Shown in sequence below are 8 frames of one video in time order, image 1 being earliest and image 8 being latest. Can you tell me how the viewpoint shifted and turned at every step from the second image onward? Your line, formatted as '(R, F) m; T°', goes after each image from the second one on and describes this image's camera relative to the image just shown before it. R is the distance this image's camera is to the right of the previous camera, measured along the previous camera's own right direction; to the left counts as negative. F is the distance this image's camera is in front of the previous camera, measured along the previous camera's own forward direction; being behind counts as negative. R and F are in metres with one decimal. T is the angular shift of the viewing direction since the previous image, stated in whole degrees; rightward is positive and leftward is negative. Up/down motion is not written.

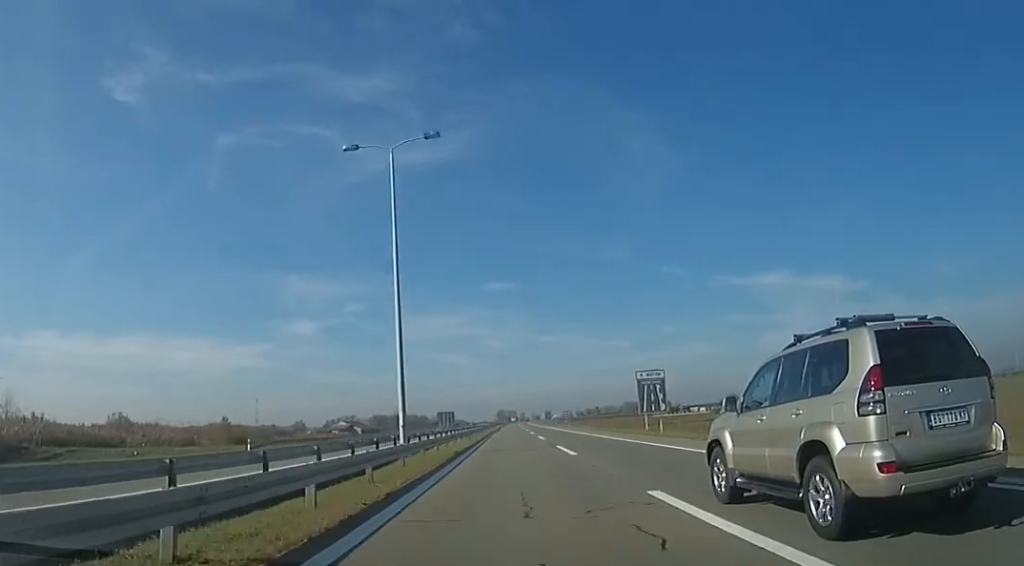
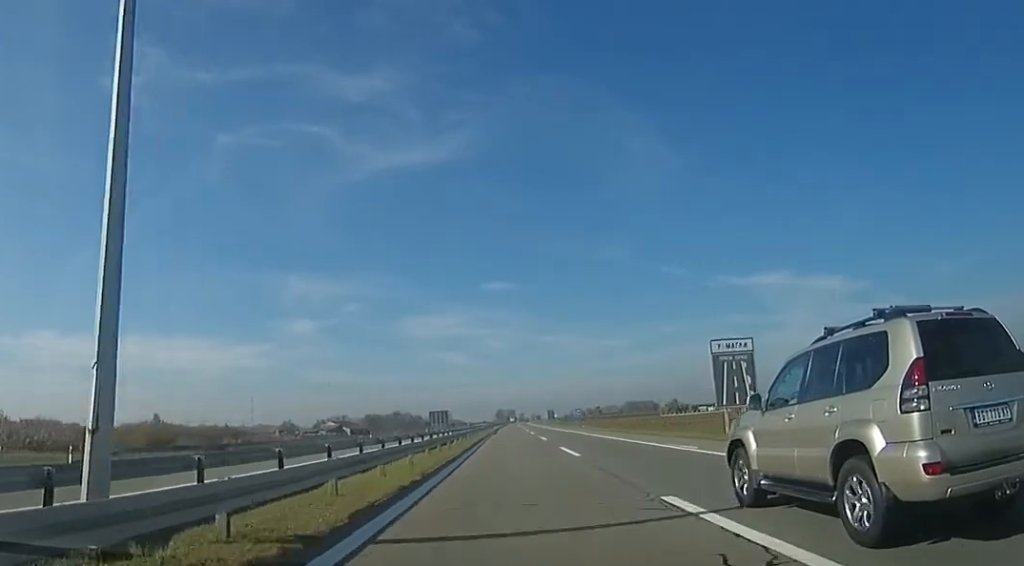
(0.0, +19.0) m; +1°
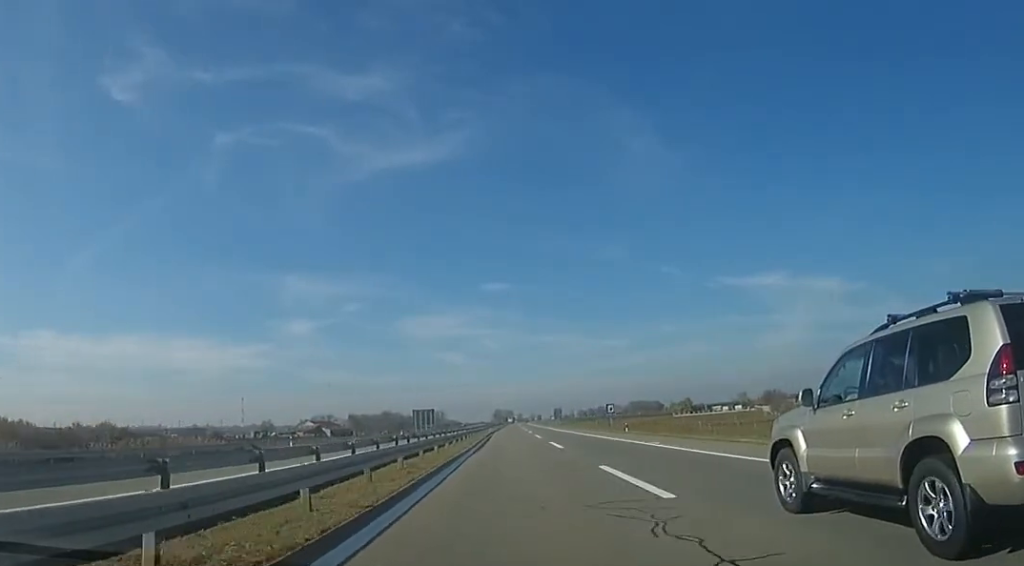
(+0.2, +29.4) m; +2°
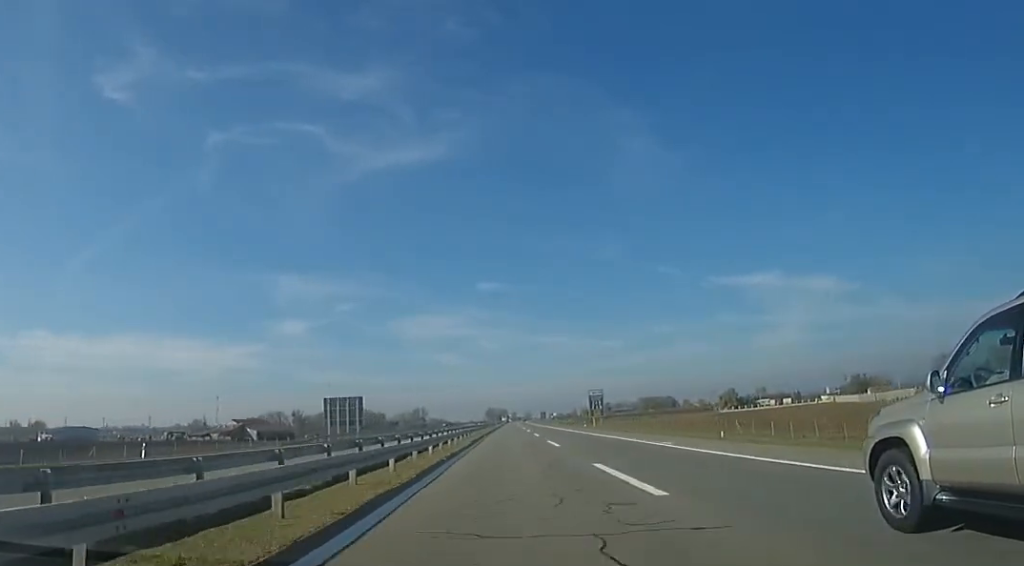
(-0.8, +72.8) m; -1°
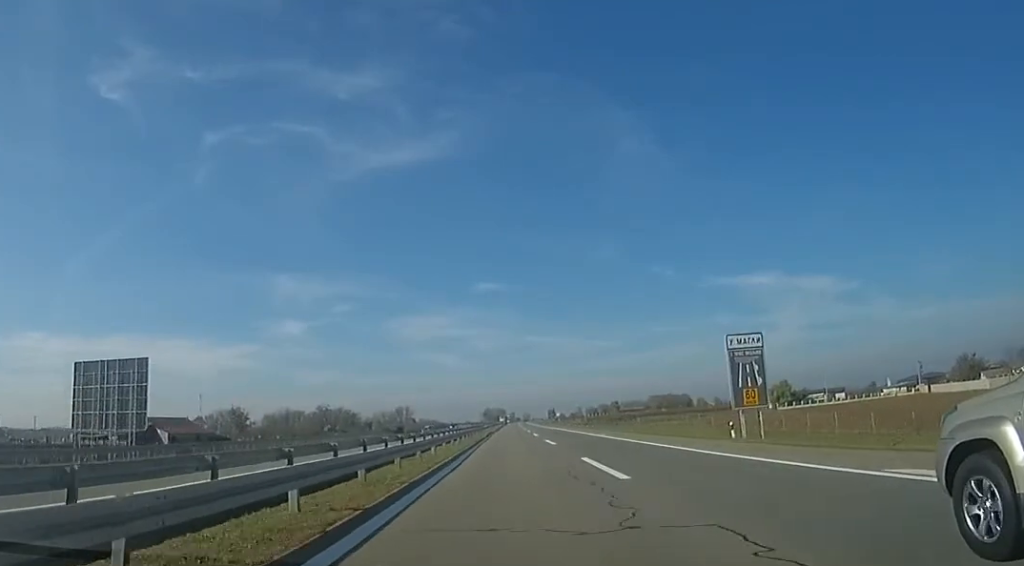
(+1.8, +51.5) m; +1°
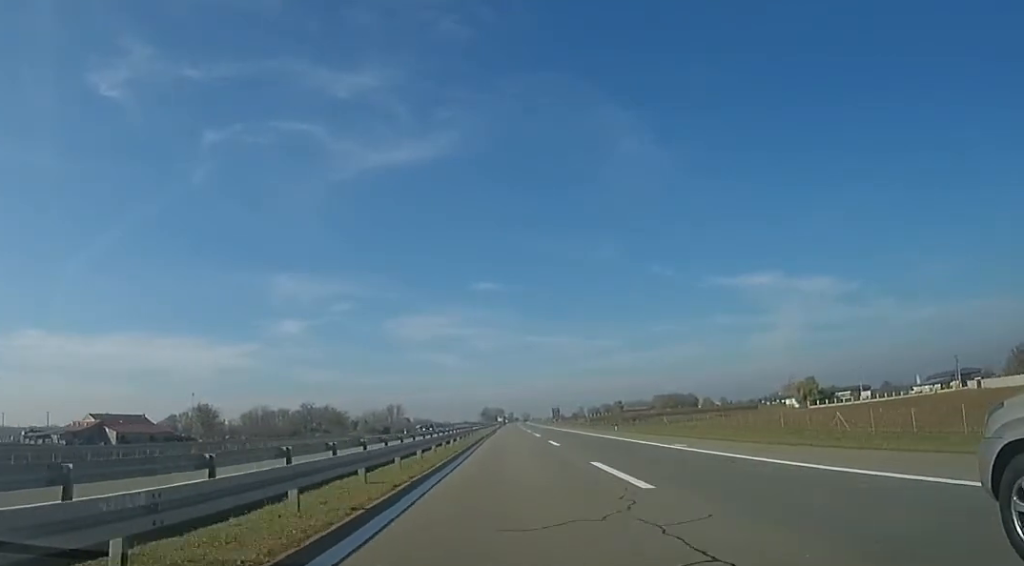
(-0.9, +20.1) m; -1°
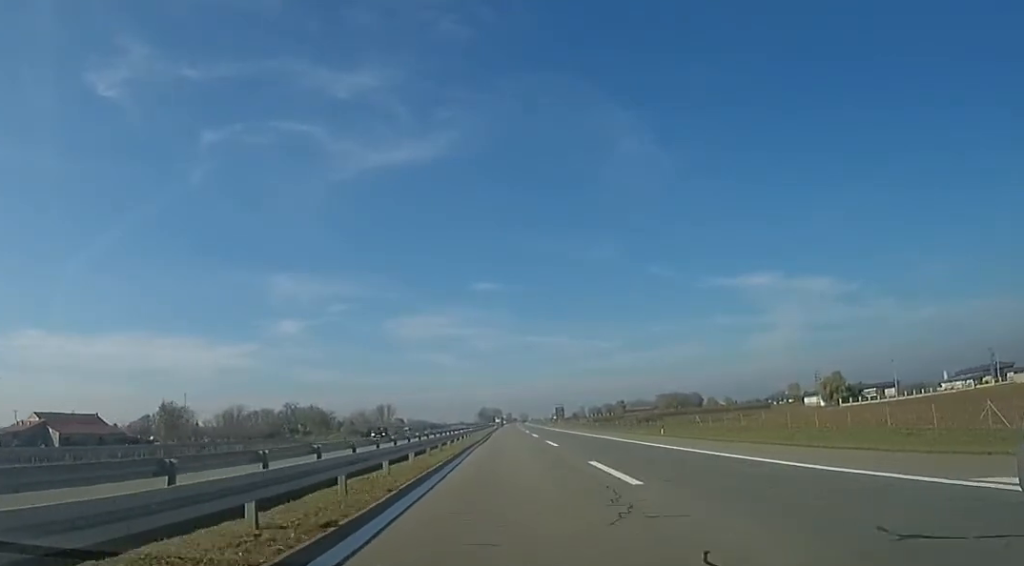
(-0.3, +17.4) m; 0°
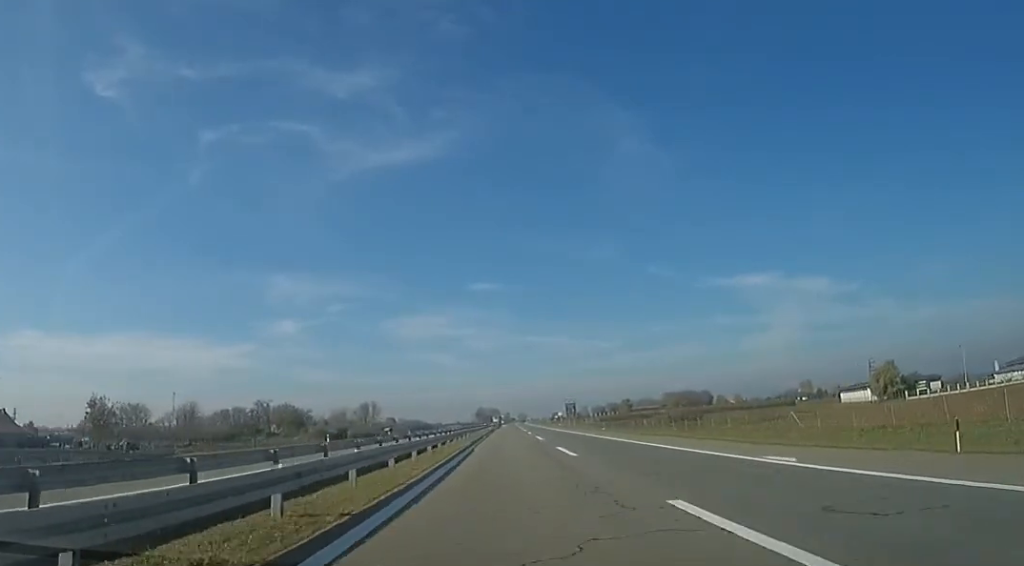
(+0.6, +27.1) m; +1°
